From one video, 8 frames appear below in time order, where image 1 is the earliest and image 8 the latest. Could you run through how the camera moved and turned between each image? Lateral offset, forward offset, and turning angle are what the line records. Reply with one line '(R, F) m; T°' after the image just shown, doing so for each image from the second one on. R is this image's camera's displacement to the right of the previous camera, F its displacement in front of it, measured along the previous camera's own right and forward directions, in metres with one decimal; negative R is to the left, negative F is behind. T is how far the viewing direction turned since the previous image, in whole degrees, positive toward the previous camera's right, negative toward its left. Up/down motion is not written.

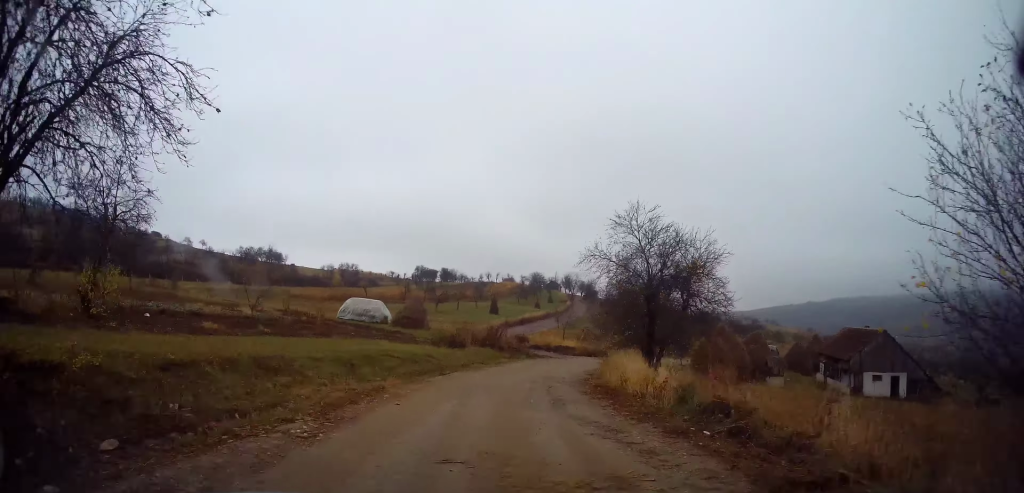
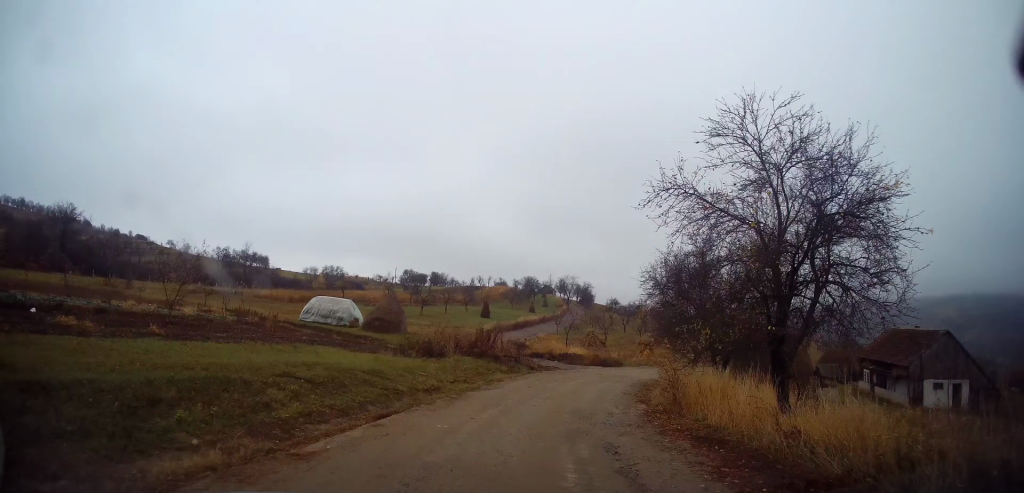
(+0.4, +8.8) m; +2°
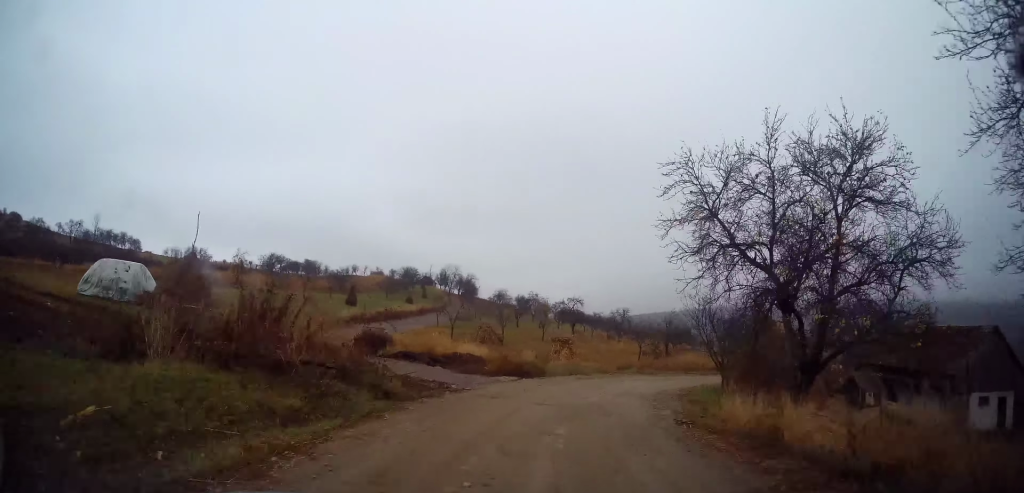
(+0.9, +14.5) m; +10°
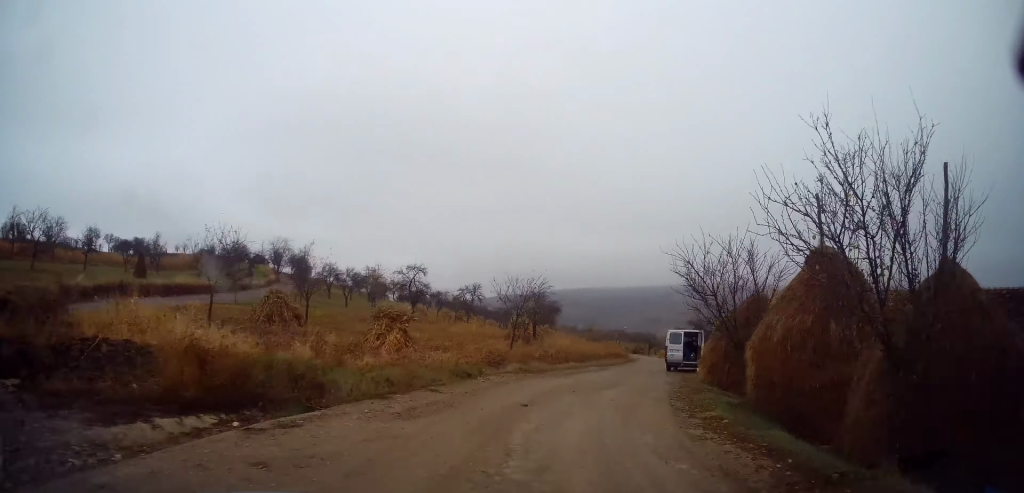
(+1.9, +15.0) m; +16°
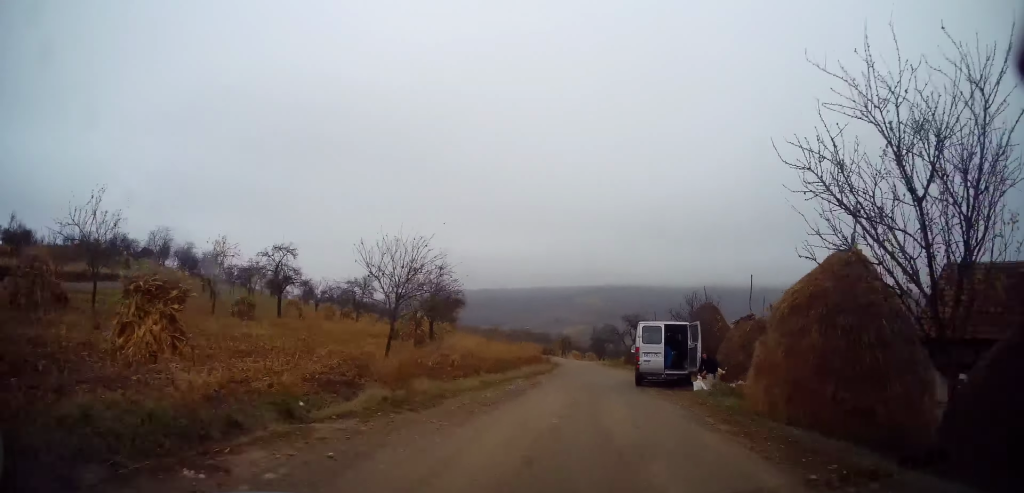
(+1.2, +10.9) m; +12°
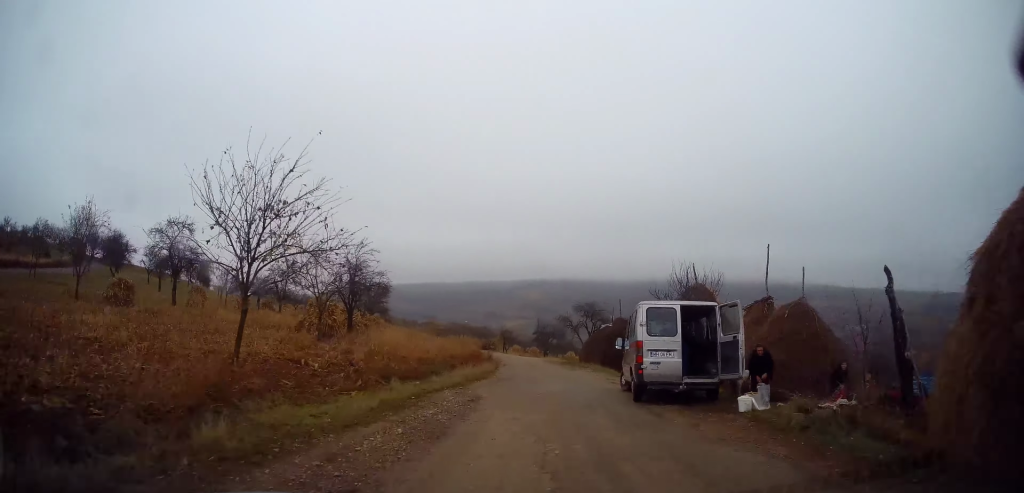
(+0.5, +6.9) m; +5°
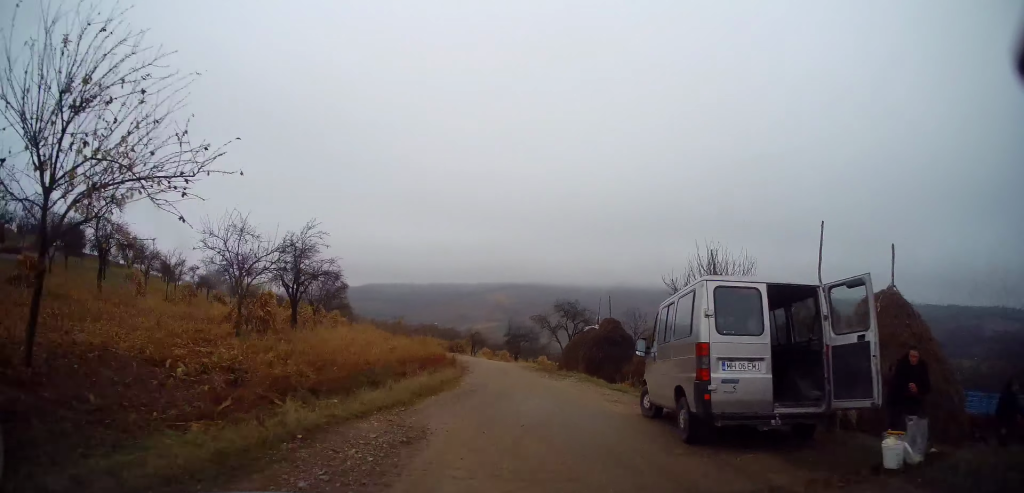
(+0.2, +5.0) m; +3°
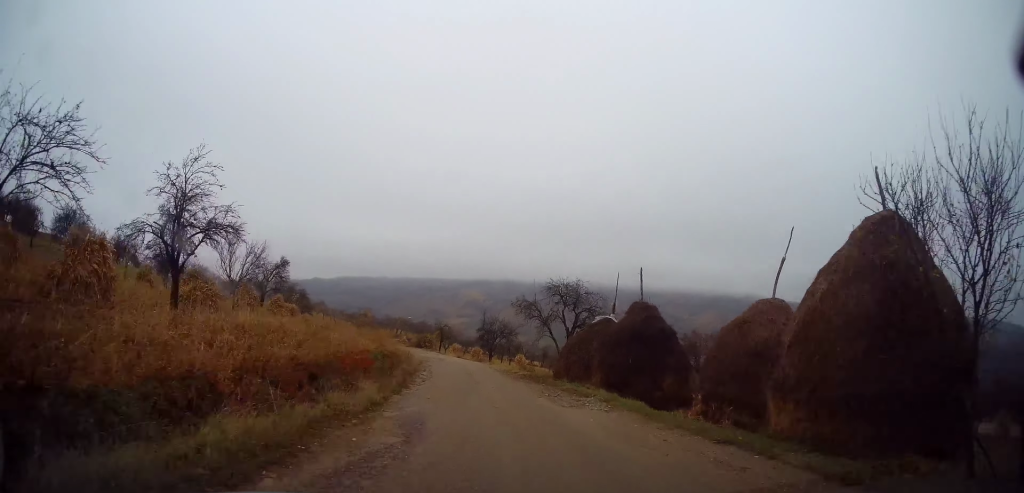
(+0.3, +9.7) m; +3°
